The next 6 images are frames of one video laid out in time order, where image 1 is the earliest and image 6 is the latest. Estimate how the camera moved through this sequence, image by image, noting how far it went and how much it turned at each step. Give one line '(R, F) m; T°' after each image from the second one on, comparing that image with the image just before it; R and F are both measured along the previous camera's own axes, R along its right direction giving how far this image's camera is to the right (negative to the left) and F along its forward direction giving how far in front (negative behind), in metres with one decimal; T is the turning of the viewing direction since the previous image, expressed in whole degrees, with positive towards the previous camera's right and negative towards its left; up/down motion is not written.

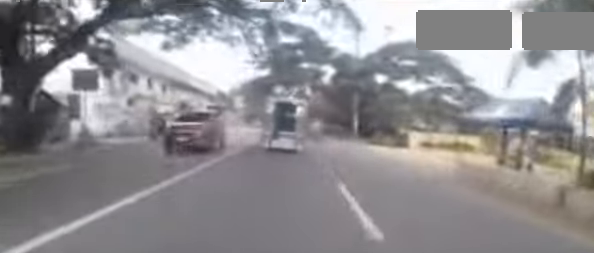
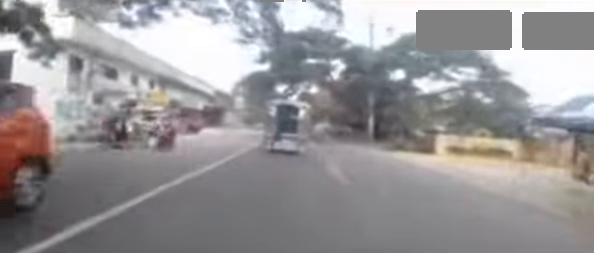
(0.0, +5.1) m; -1°
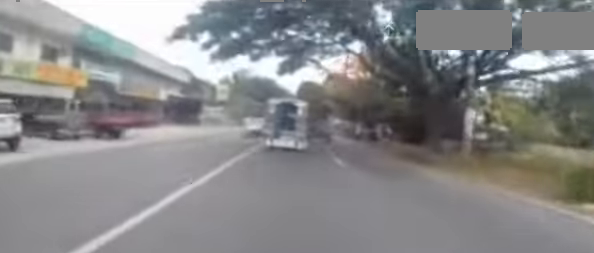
(-0.9, +15.9) m; -6°
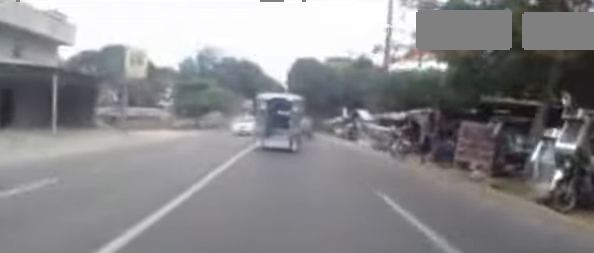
(+1.1, +24.1) m; +3°
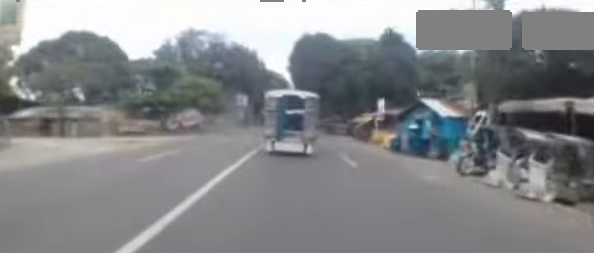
(+0.3, +11.9) m; +3°
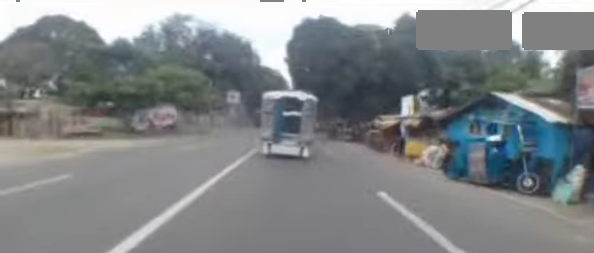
(0.0, +5.6) m; 0°
